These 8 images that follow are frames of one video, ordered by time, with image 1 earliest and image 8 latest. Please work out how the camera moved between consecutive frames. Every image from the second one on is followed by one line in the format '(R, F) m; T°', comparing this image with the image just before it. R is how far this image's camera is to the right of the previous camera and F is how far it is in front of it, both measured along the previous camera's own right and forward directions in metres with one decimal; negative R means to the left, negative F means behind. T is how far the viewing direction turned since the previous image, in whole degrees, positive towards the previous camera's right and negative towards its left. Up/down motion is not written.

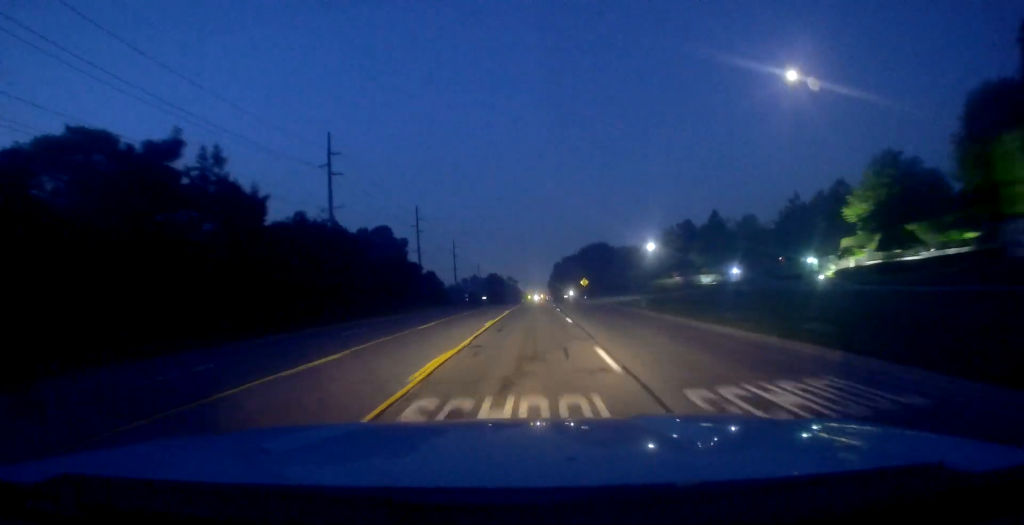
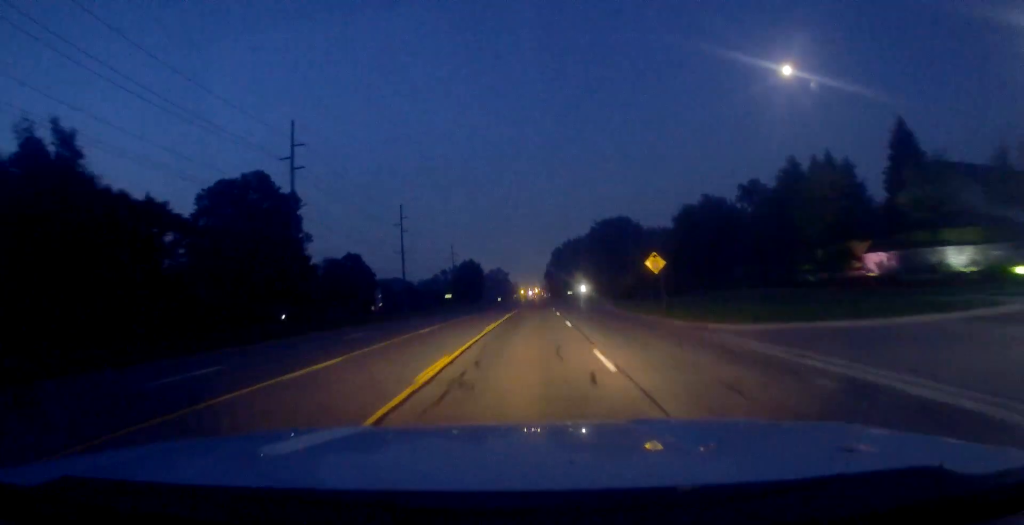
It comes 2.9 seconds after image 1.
(+1.4, +60.6) m; +2°
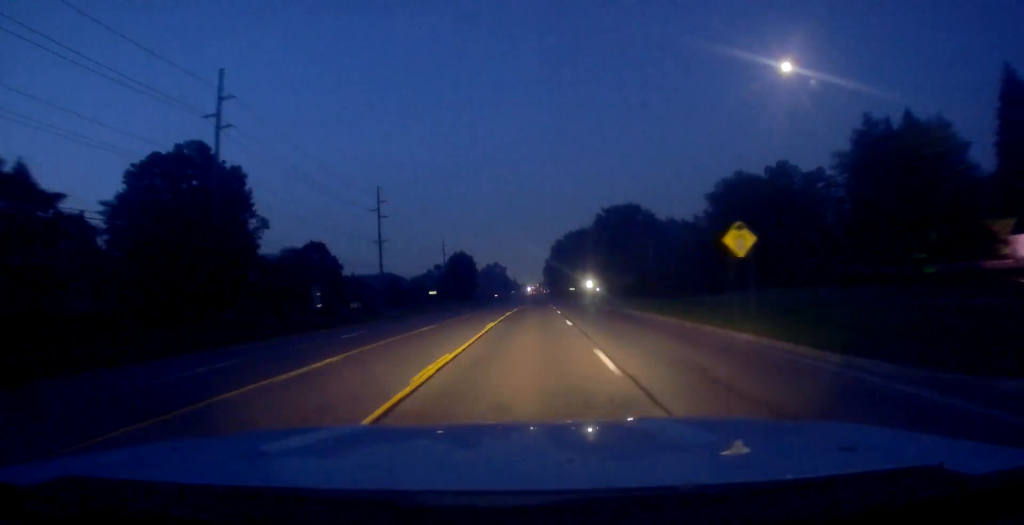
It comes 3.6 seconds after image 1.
(0.0, +15.2) m; -2°
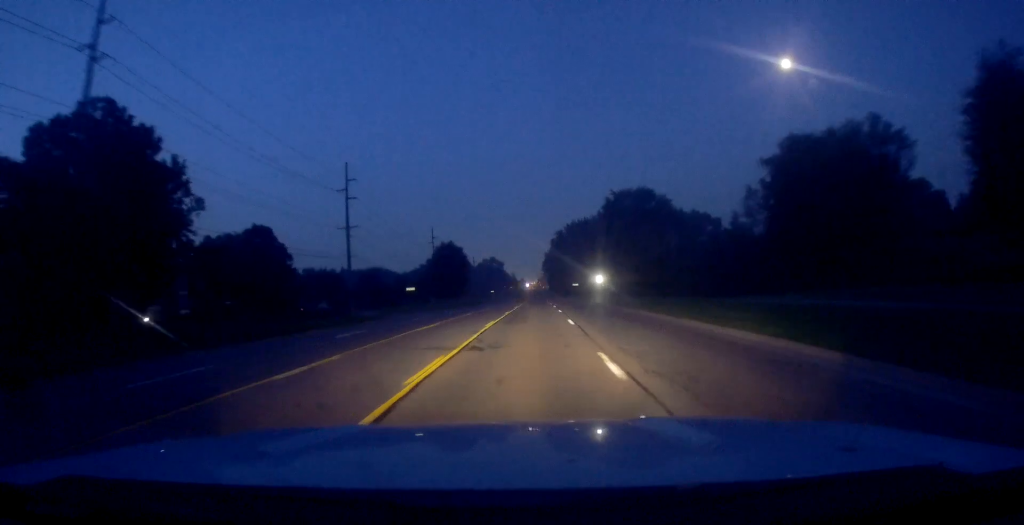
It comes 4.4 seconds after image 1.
(-0.4, +16.0) m; 0°
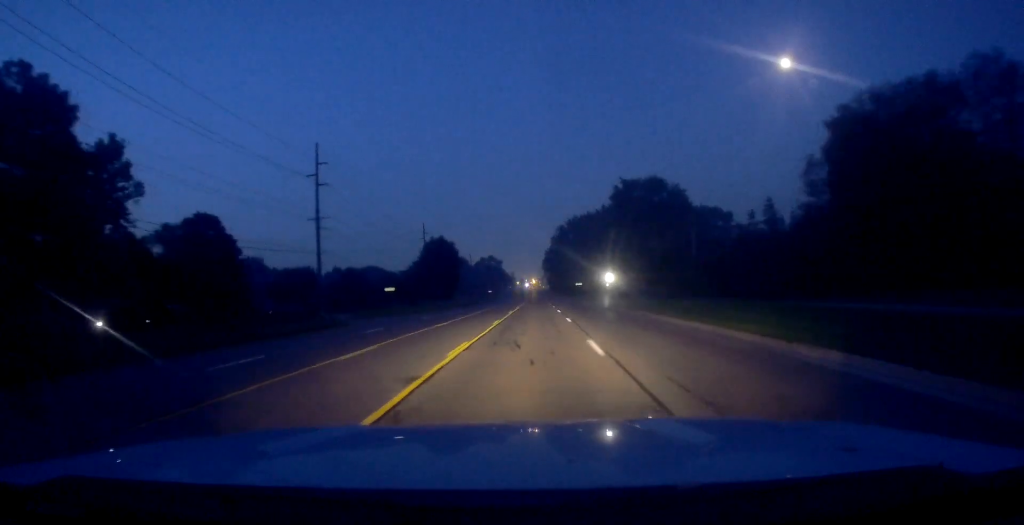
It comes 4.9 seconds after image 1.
(-0.3, +11.2) m; 0°
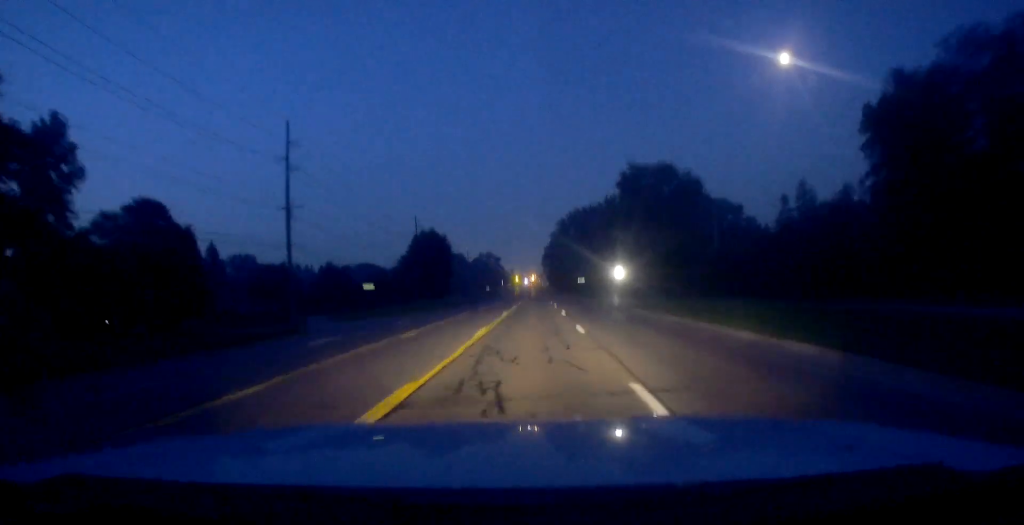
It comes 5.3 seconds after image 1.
(+0.3, +8.5) m; +1°
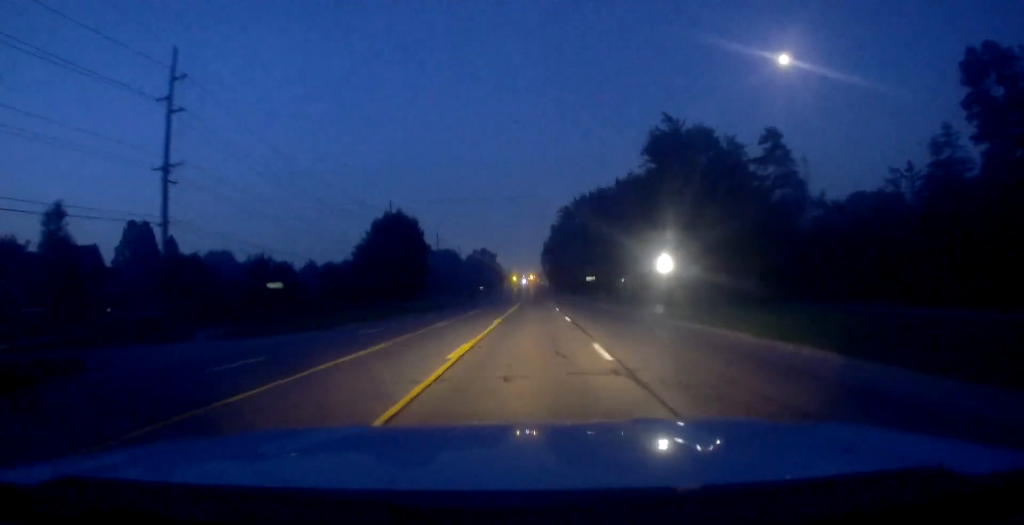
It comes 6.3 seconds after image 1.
(+0.4, +22.1) m; 0°
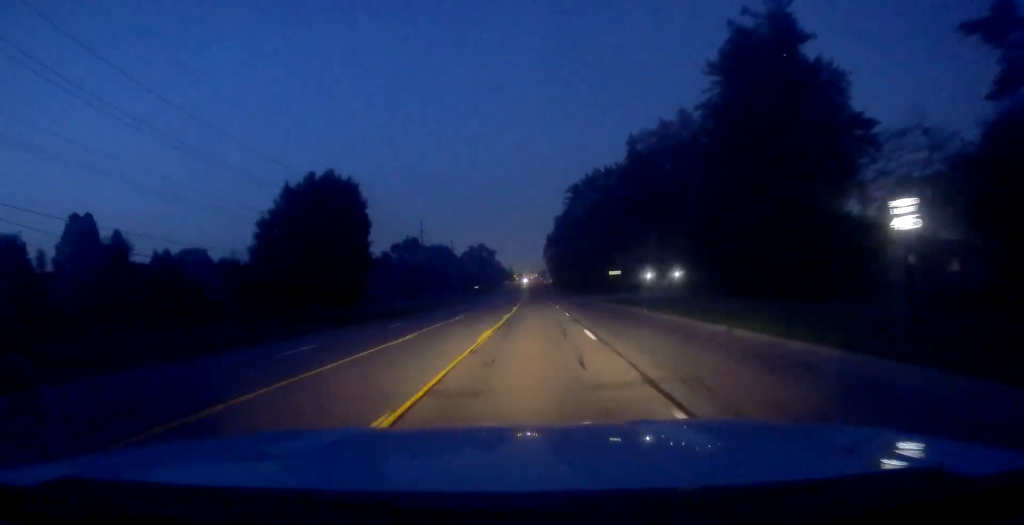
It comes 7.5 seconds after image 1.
(-0.6, +25.8) m; -1°
